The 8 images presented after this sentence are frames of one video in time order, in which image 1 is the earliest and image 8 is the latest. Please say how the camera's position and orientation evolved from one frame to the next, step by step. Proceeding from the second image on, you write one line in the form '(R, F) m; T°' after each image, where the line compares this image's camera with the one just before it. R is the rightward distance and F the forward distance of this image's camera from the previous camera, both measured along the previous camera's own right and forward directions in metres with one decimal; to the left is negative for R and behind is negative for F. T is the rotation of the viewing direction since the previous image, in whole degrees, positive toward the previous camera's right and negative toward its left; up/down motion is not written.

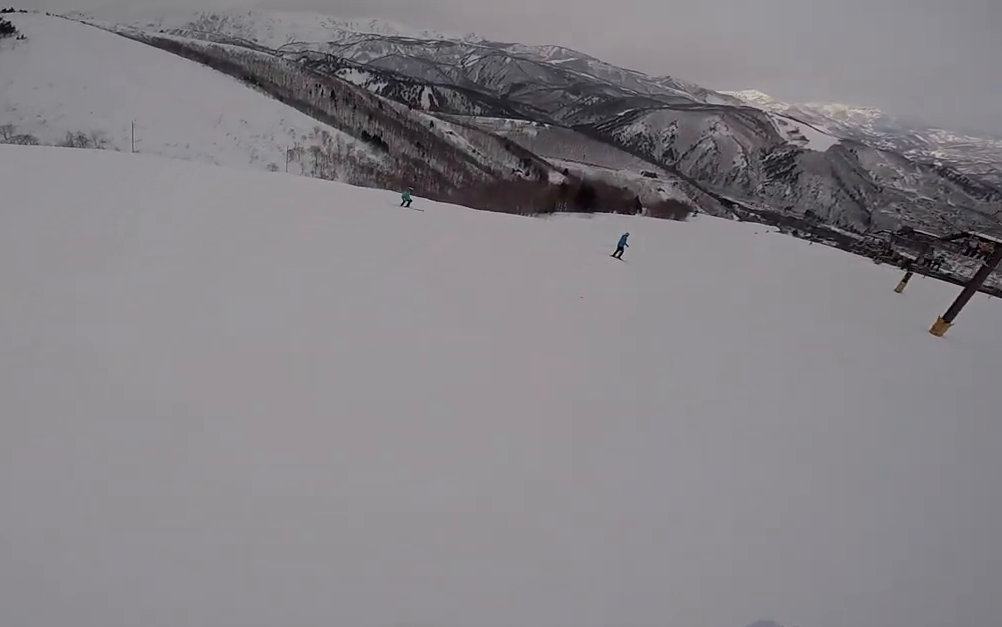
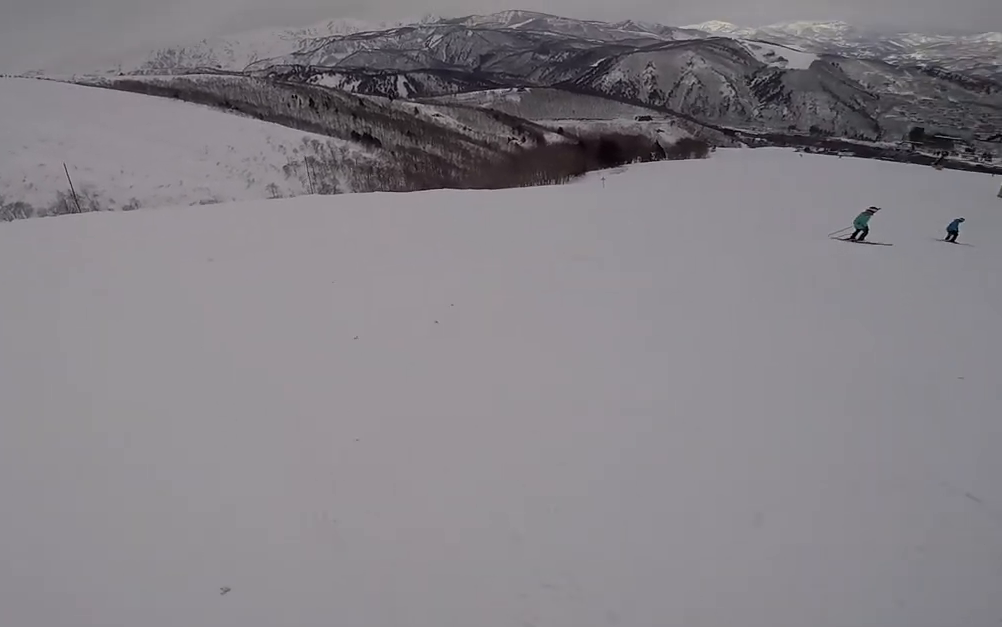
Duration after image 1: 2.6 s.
(-1.1, +8.5) m; +9°
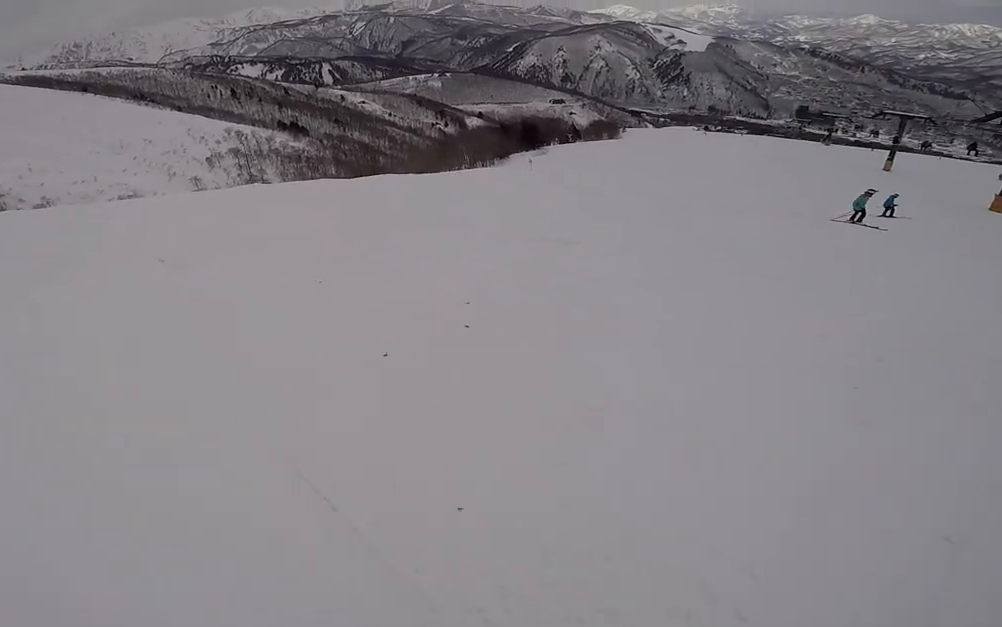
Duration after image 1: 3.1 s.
(+0.5, +1.3) m; +20°
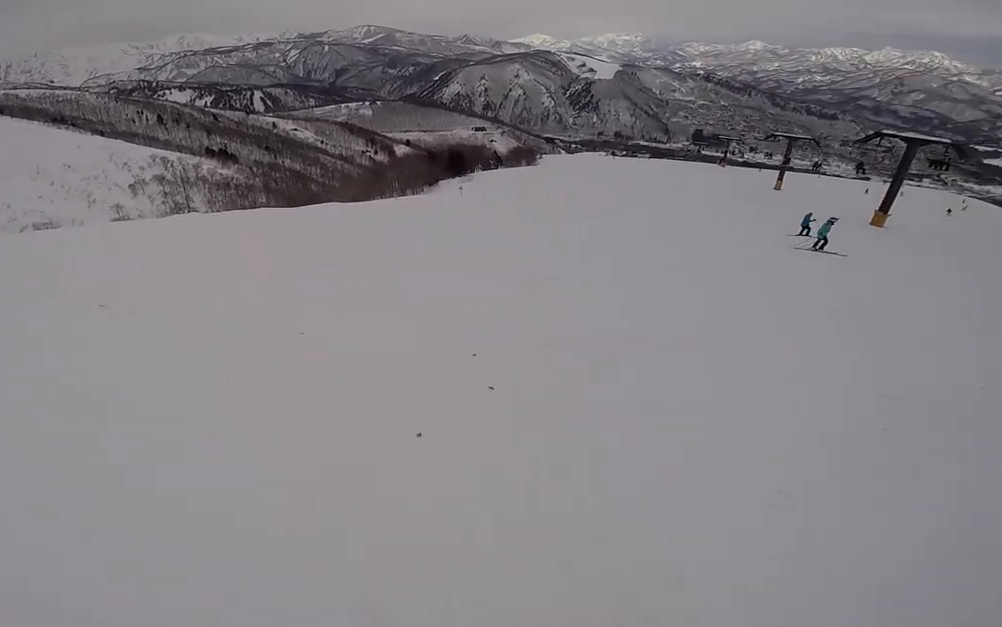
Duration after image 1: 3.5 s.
(+0.4, +1.2) m; +20°
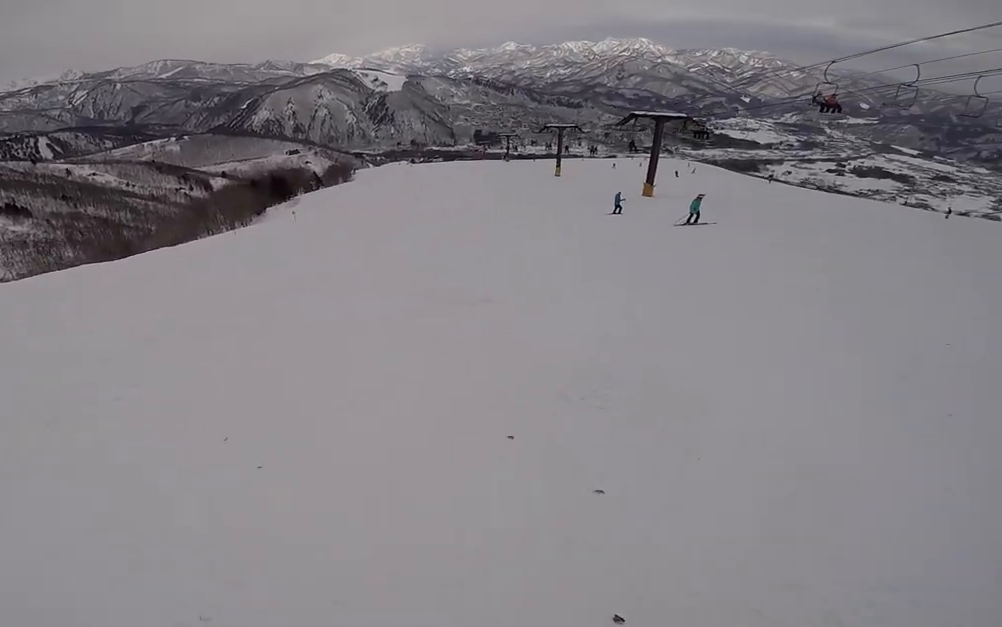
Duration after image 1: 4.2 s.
(+0.6, +2.4) m; +20°
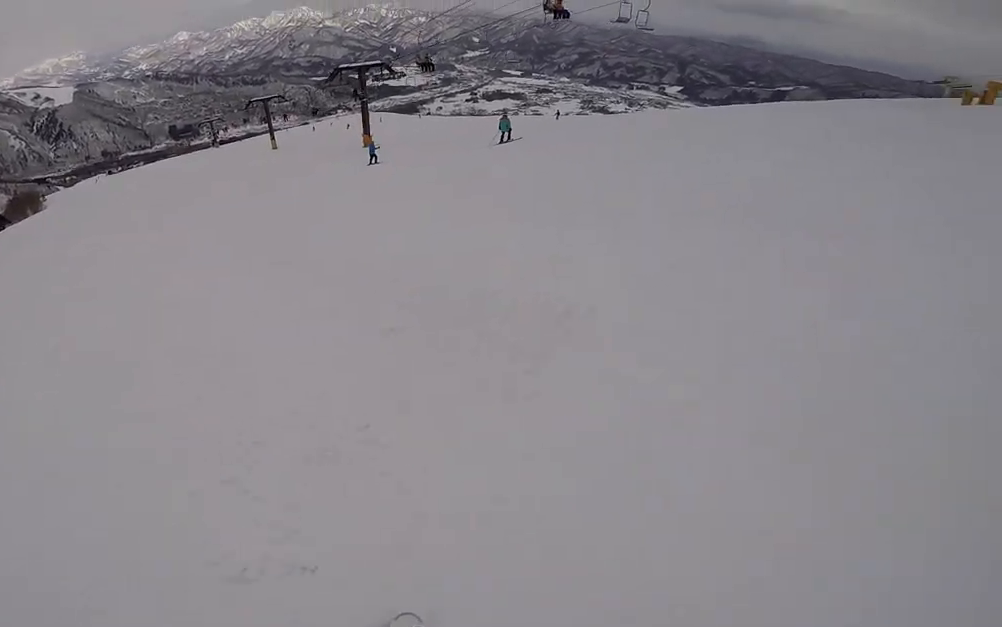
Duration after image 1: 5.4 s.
(+0.8, +4.5) m; +23°
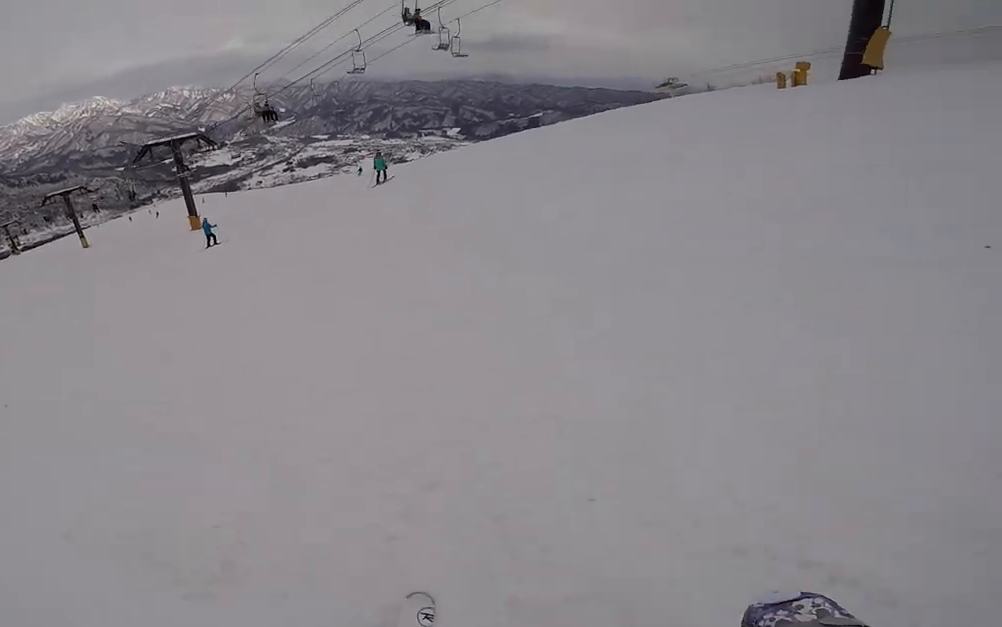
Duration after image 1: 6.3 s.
(+0.8, +3.9) m; +23°
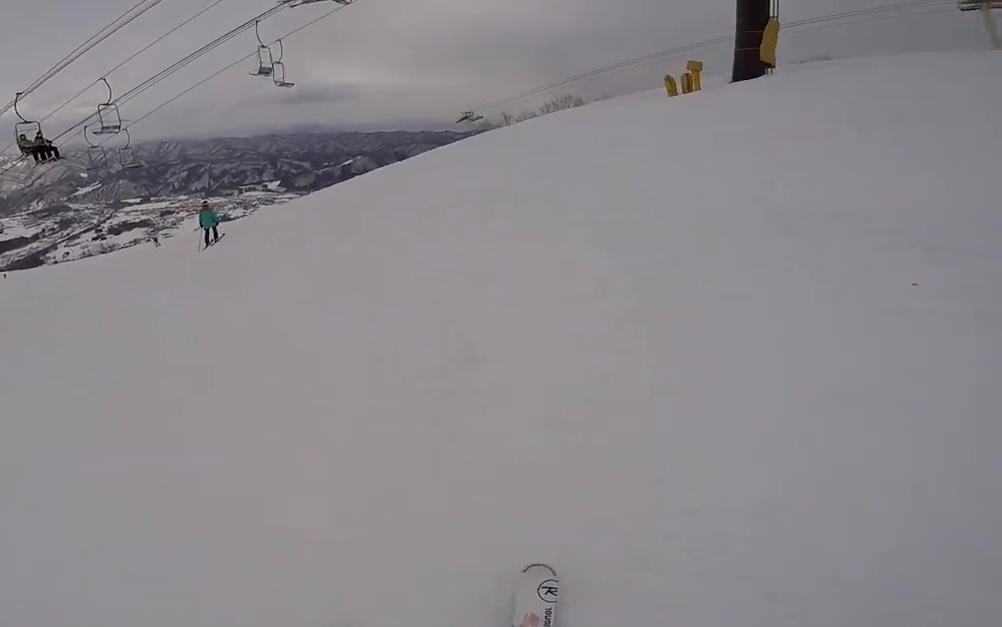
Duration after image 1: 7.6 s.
(+1.7, +5.8) m; +10°
